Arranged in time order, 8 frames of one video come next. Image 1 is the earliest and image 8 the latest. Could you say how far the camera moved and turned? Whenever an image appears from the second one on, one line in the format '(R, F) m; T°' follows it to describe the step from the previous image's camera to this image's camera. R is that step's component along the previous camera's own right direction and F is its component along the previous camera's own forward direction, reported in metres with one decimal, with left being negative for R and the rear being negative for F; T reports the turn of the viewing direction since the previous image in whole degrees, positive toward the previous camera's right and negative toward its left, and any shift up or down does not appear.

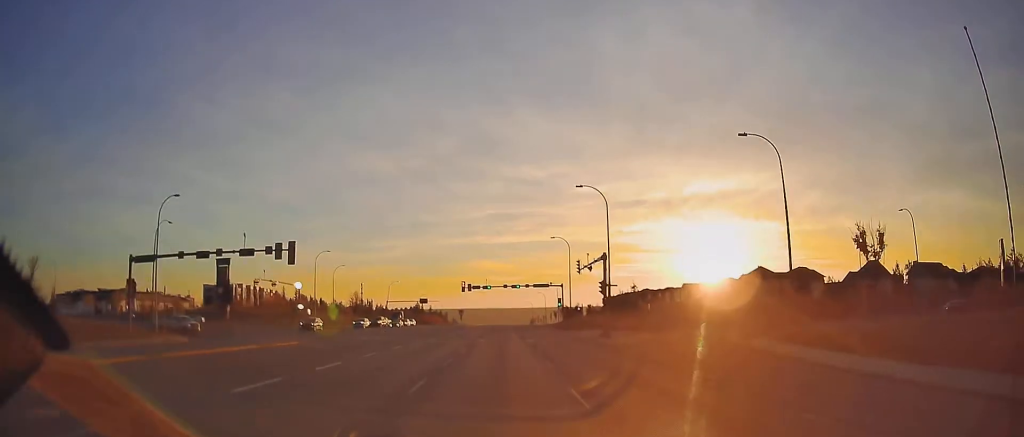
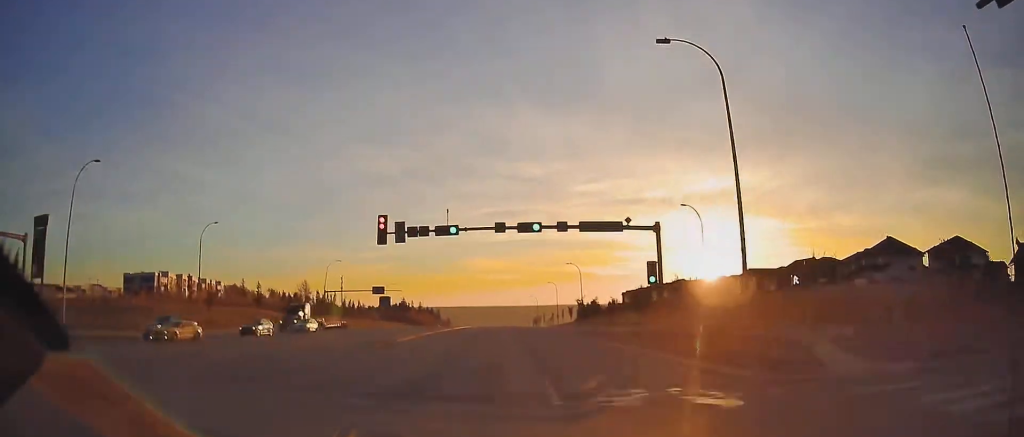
(-0.4, +56.1) m; 0°
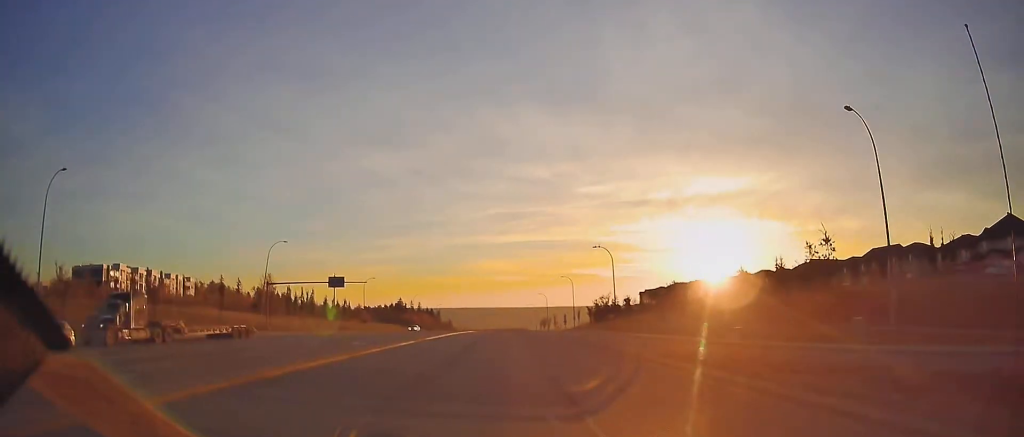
(-0.2, +29.3) m; 0°
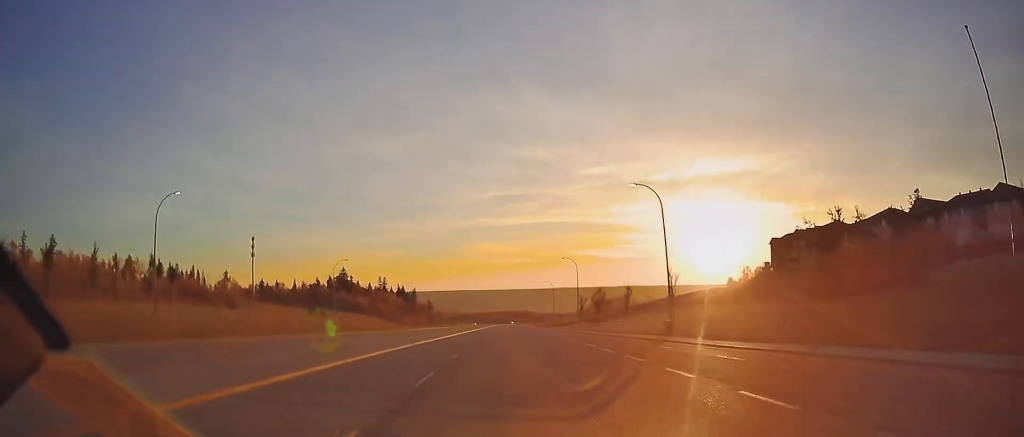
(+0.3, +132.2) m; 0°
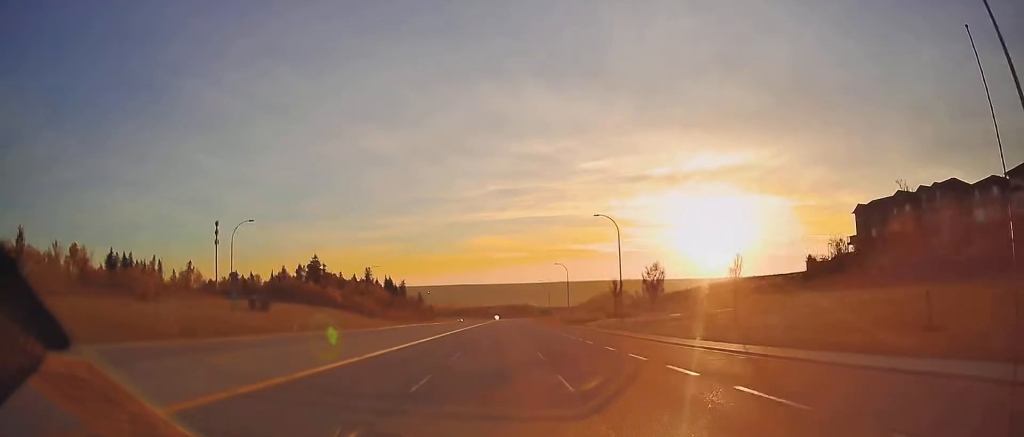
(-0.1, +35.5) m; 0°
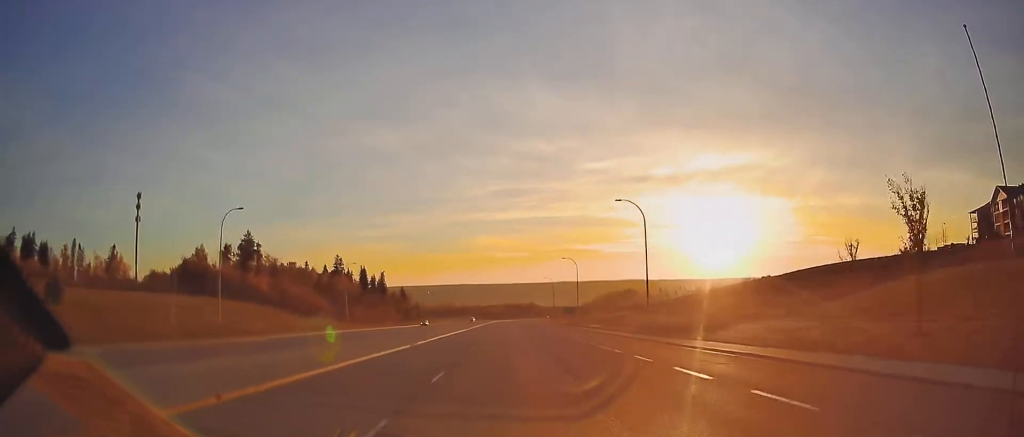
(+0.6, +60.5) m; 0°
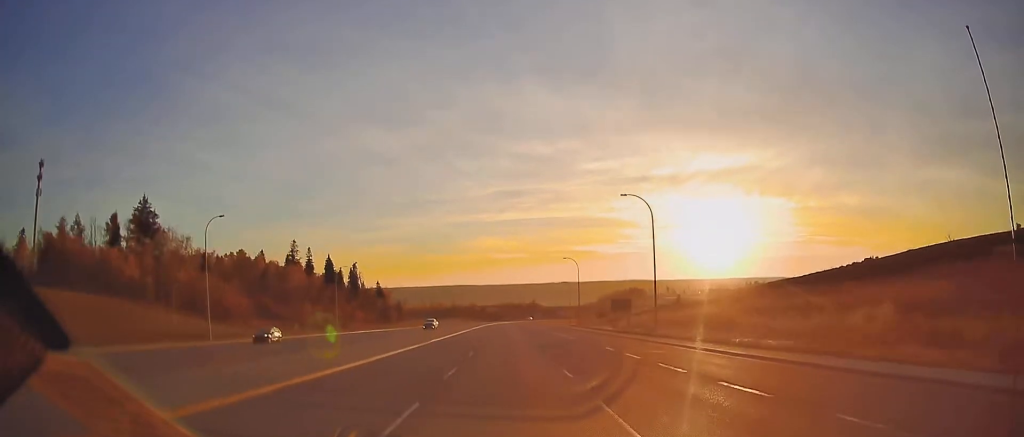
(-0.4, +51.2) m; 0°
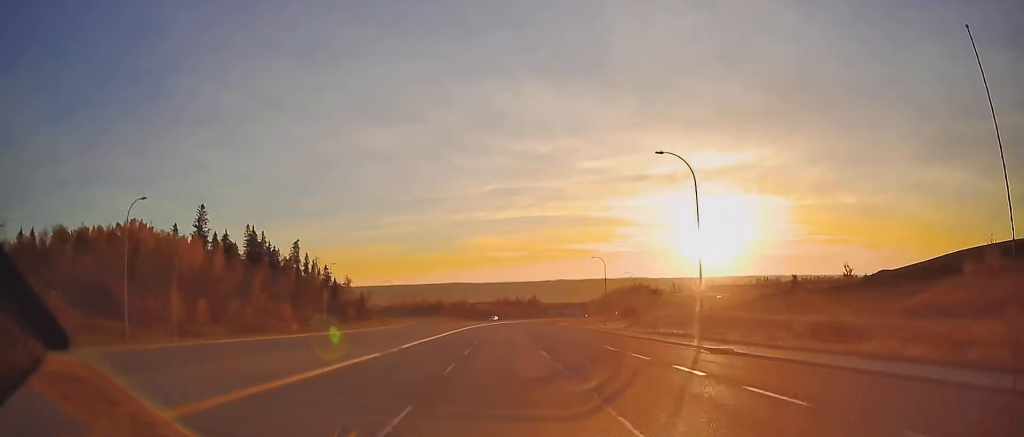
(-0.1, +62.3) m; 0°
